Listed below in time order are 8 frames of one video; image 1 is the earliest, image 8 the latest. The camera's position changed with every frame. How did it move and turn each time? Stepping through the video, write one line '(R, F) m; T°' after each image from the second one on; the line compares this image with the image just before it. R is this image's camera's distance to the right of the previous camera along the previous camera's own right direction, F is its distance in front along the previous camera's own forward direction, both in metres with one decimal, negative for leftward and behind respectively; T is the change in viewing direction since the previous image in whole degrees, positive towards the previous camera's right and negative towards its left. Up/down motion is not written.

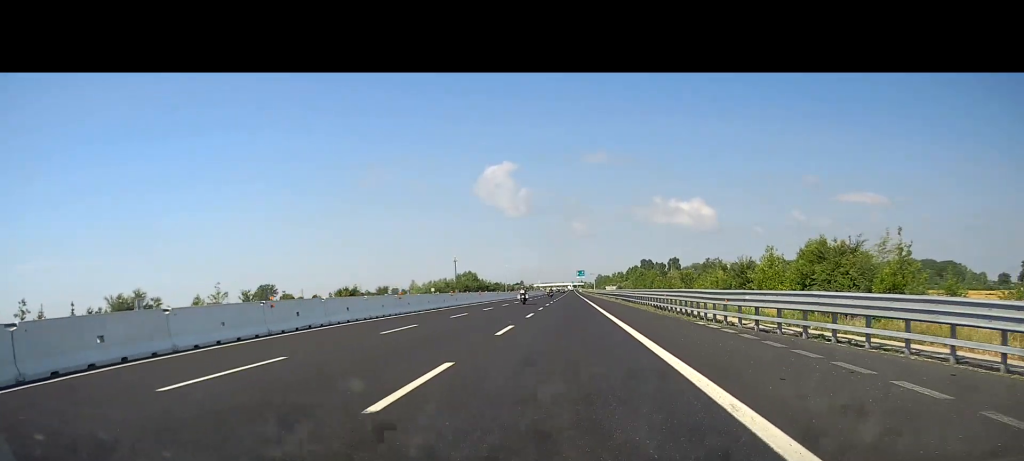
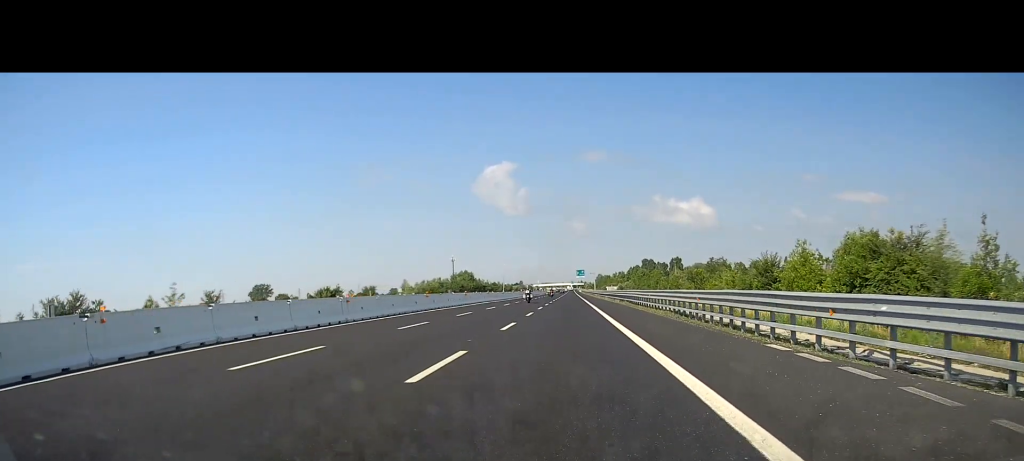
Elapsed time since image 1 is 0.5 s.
(0.0, +9.3) m; 0°
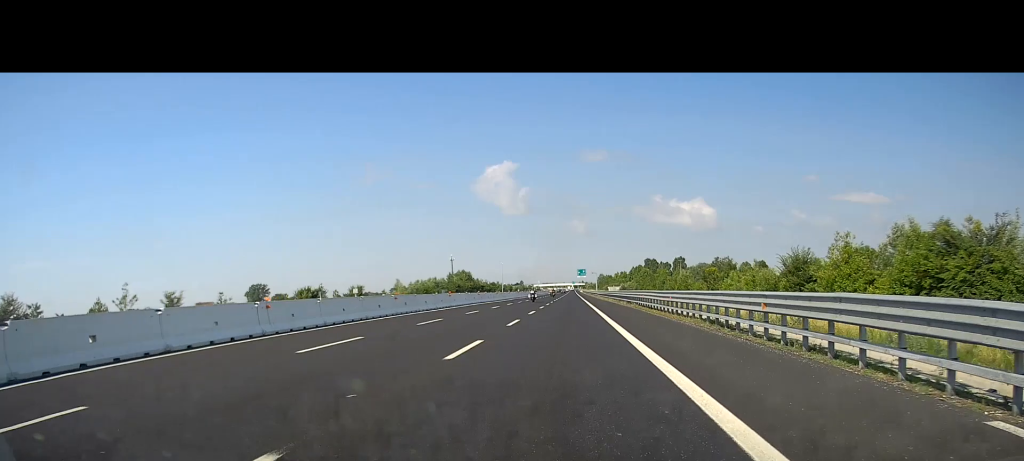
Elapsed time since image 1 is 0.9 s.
(0.0, +8.7) m; 0°
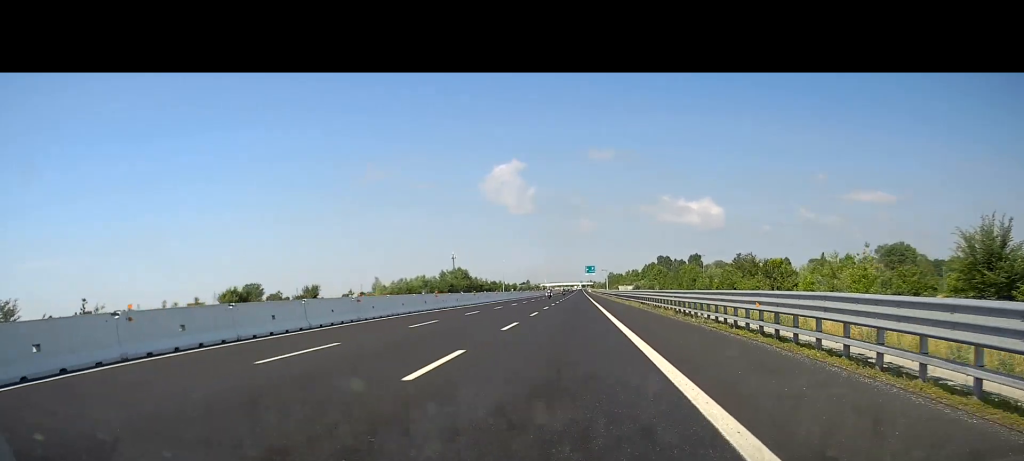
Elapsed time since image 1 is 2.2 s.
(+0.2, +26.4) m; +1°
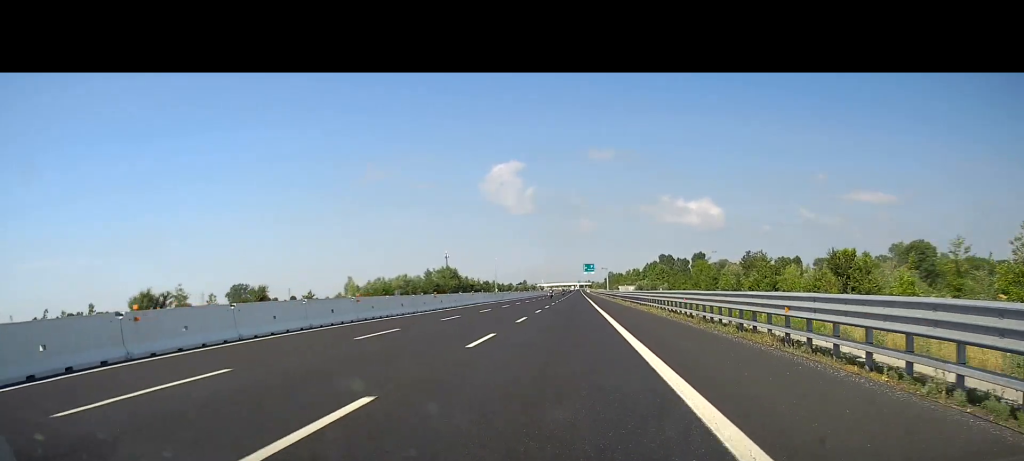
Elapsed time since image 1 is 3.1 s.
(+0.1, +17.9) m; 0°
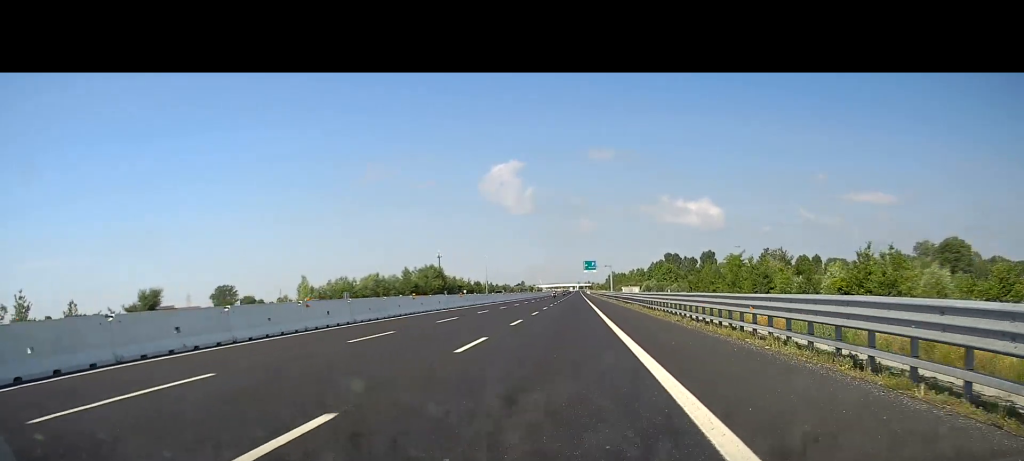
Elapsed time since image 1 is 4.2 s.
(-0.2, +24.6) m; -1°
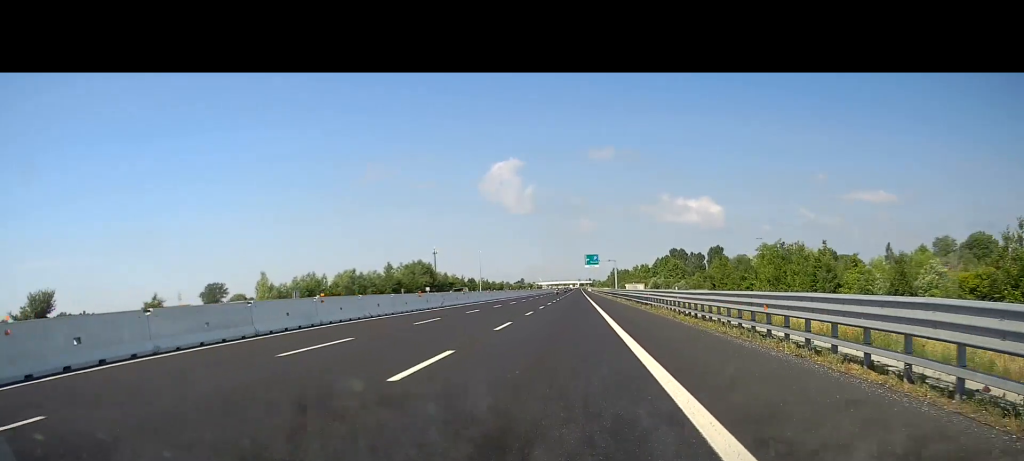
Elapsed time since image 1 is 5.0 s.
(-0.1, +16.5) m; 0°
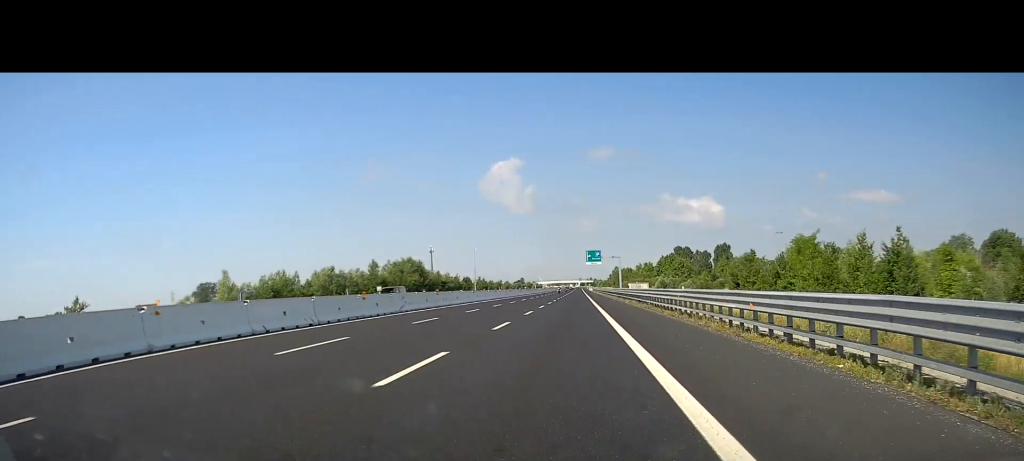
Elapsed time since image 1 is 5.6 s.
(0.0, +12.3) m; 0°
